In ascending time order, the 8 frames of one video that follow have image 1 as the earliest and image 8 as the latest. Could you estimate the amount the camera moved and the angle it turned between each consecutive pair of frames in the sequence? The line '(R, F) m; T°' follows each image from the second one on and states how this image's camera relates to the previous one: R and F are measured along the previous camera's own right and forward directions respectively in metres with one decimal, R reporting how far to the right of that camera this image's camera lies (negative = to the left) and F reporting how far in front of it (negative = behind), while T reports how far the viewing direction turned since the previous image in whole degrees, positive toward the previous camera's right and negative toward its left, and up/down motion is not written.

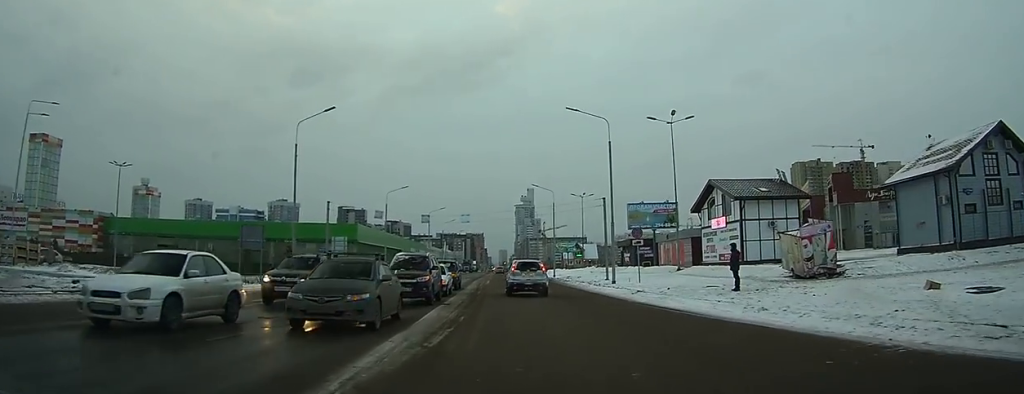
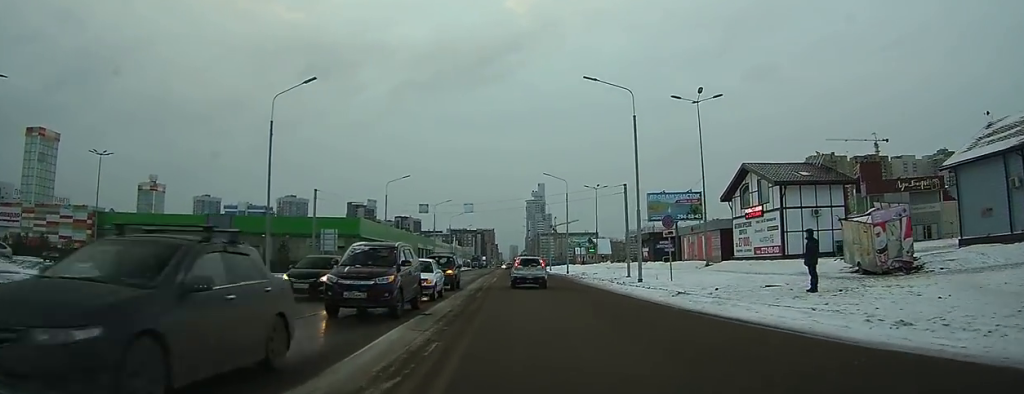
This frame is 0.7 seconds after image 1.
(-0.1, +5.6) m; +1°
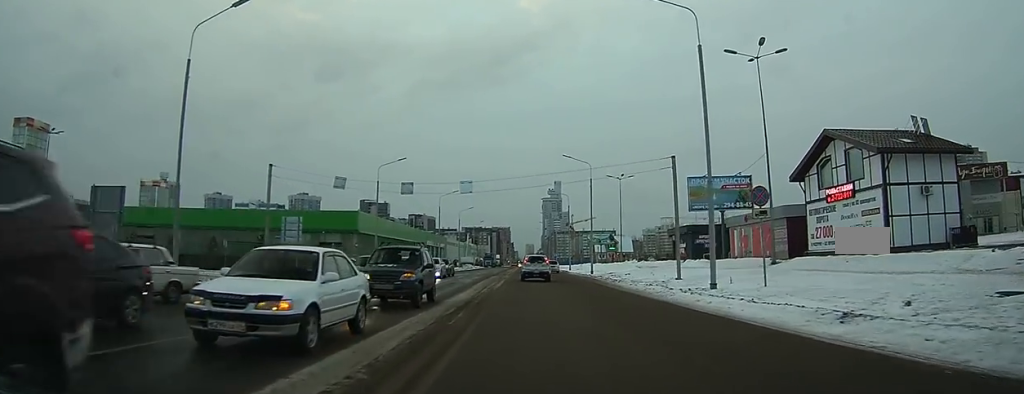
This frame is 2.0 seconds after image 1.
(+0.1, +11.4) m; -1°
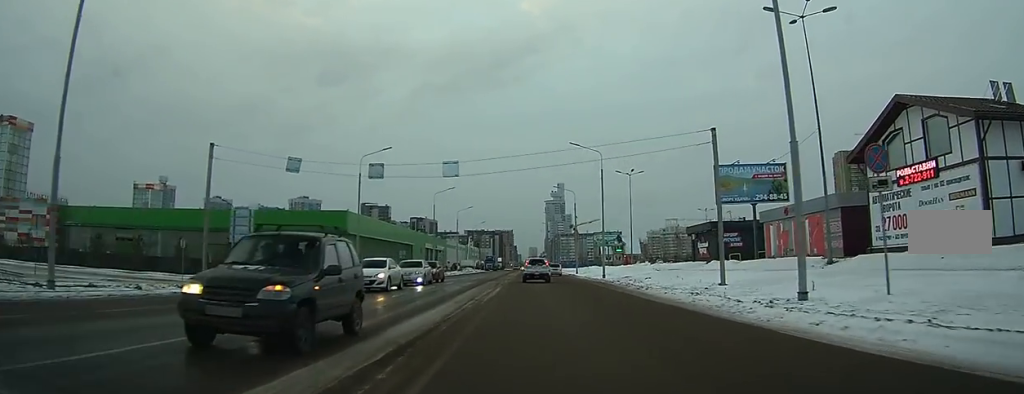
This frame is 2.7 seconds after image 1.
(-0.2, +7.4) m; -2°
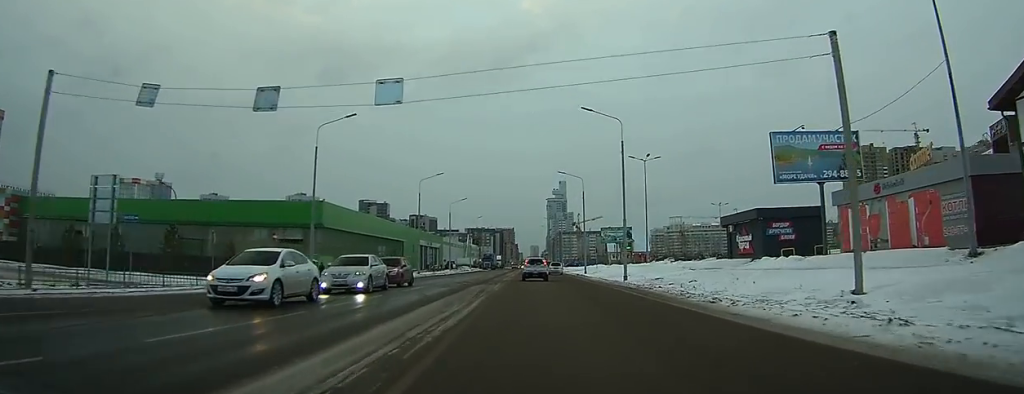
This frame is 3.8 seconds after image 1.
(-0.1, +11.5) m; -1°
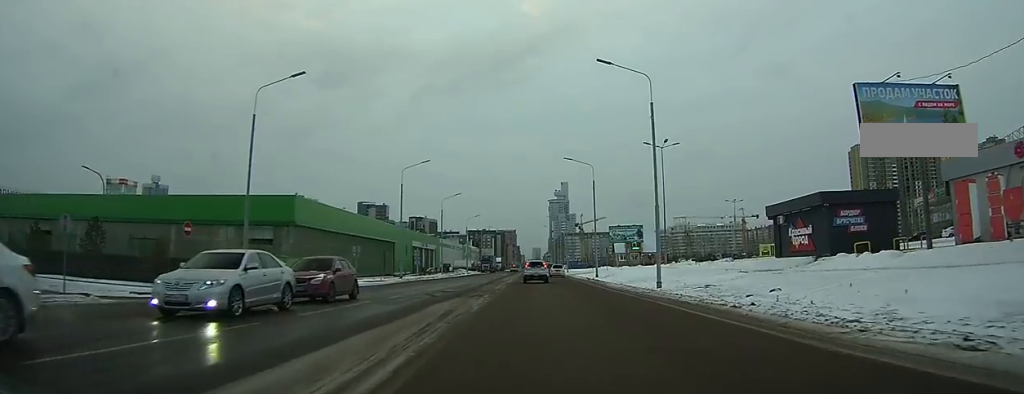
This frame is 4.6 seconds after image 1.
(-0.1, +10.3) m; 0°
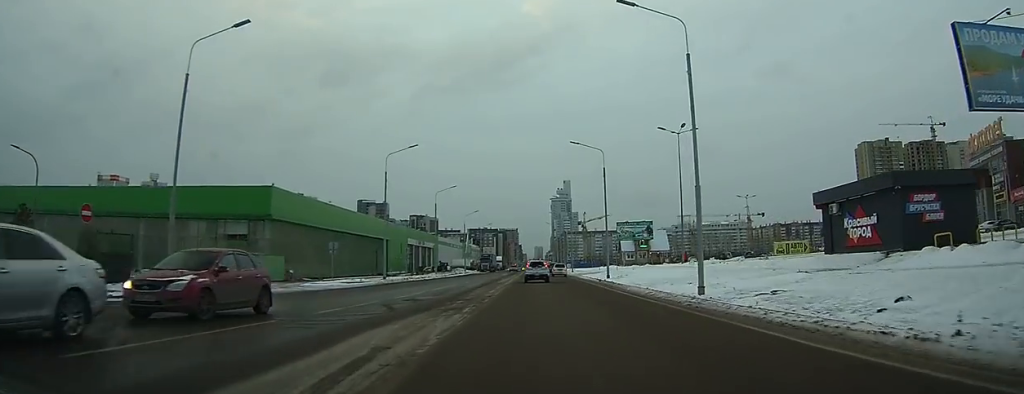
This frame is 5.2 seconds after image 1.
(+0.1, +7.4) m; 0°
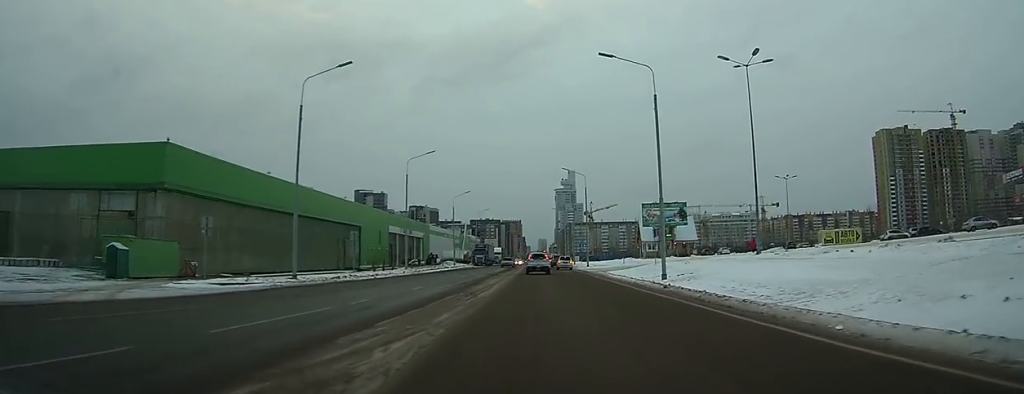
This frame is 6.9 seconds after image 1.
(0.0, +21.0) m; -1°
